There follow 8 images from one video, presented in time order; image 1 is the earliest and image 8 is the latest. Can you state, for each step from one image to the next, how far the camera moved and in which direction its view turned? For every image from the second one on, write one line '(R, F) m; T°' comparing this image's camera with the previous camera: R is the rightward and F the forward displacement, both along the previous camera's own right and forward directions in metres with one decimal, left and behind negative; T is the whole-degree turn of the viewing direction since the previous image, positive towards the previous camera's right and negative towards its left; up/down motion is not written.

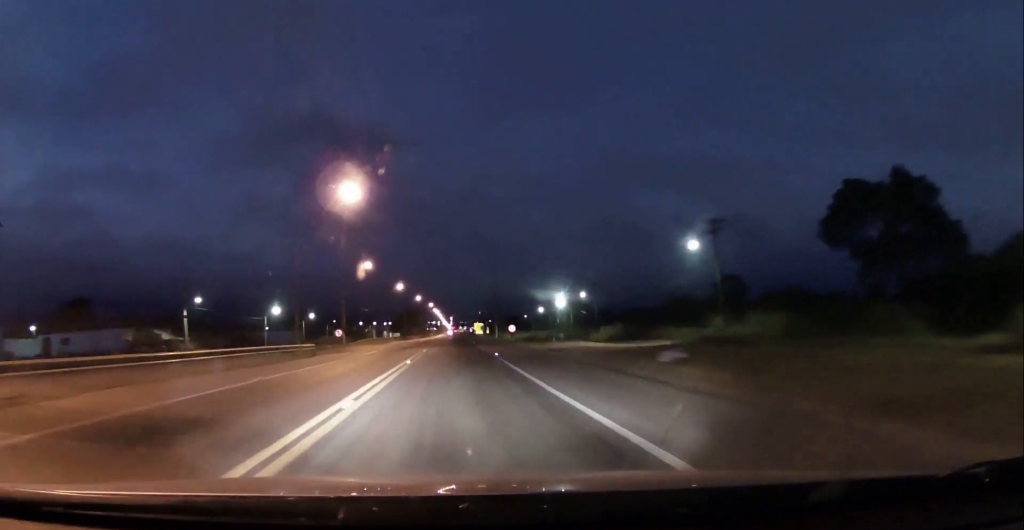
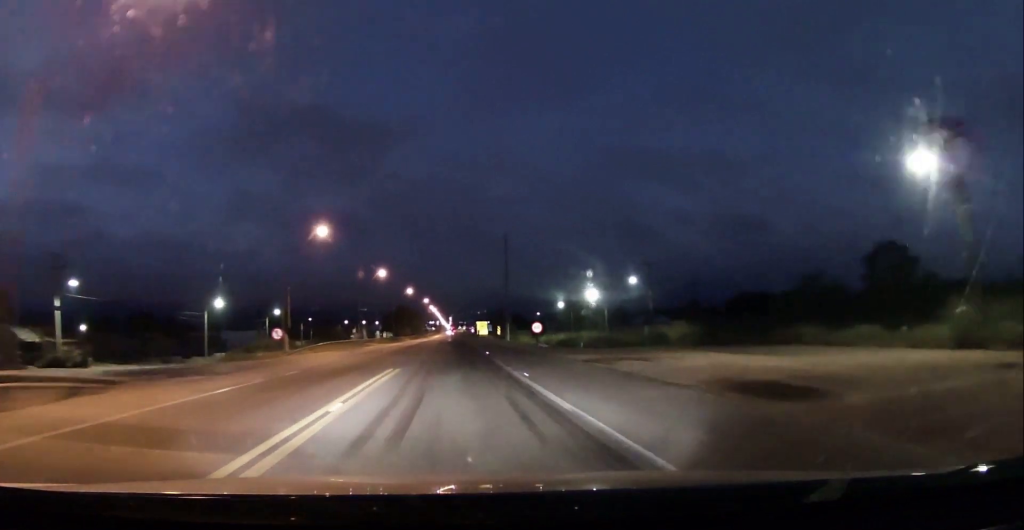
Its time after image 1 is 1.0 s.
(0.0, +28.8) m; -1°
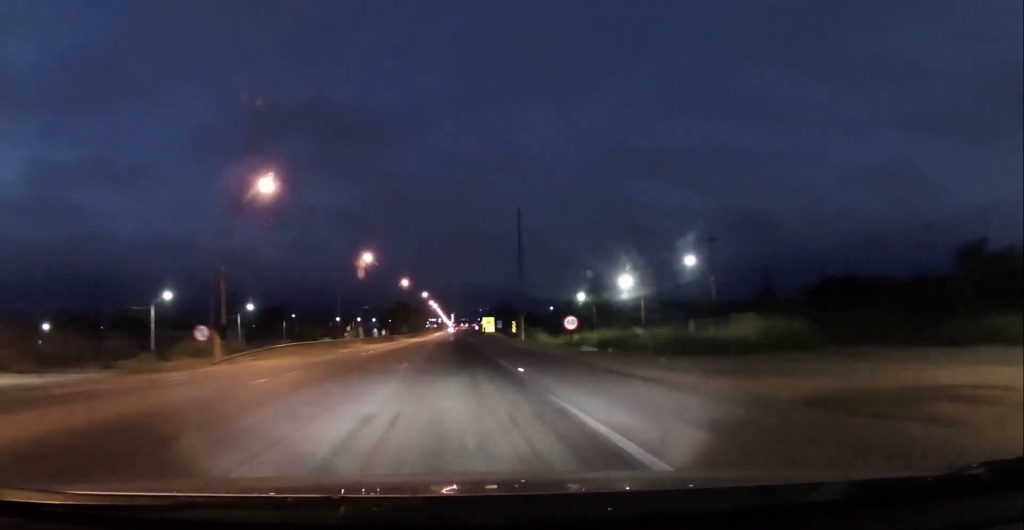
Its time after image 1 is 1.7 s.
(-0.1, +17.4) m; +1°
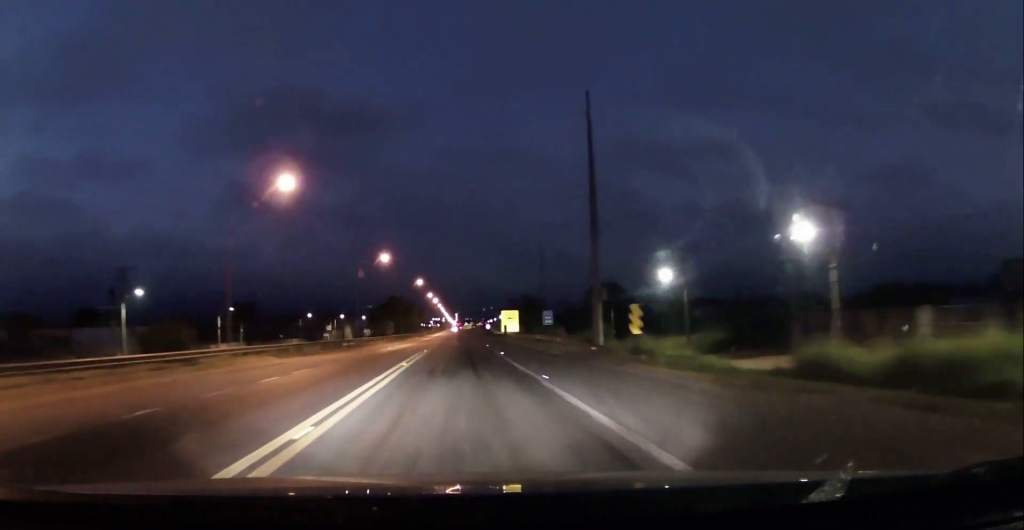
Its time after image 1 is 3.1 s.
(+0.7, +39.7) m; 0°
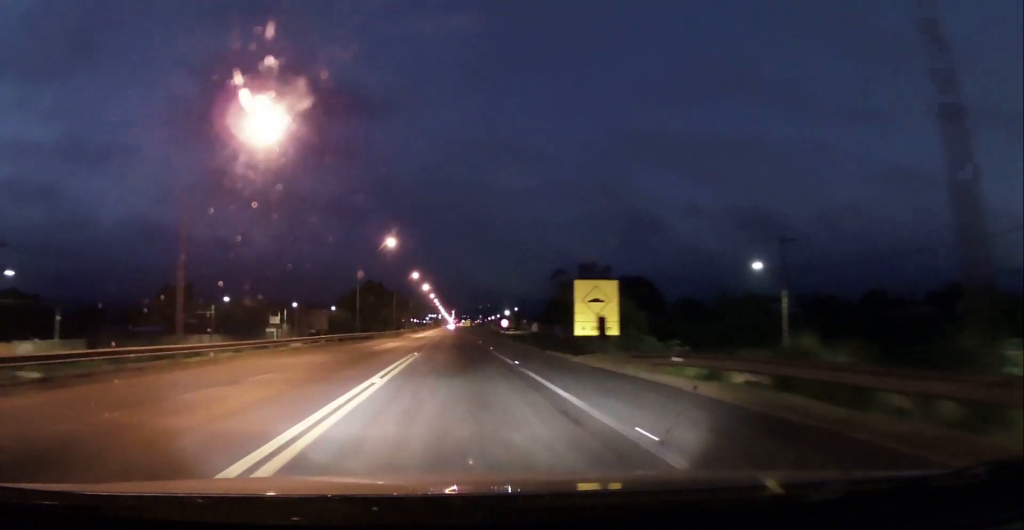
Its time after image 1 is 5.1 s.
(-0.5, +51.4) m; 0°
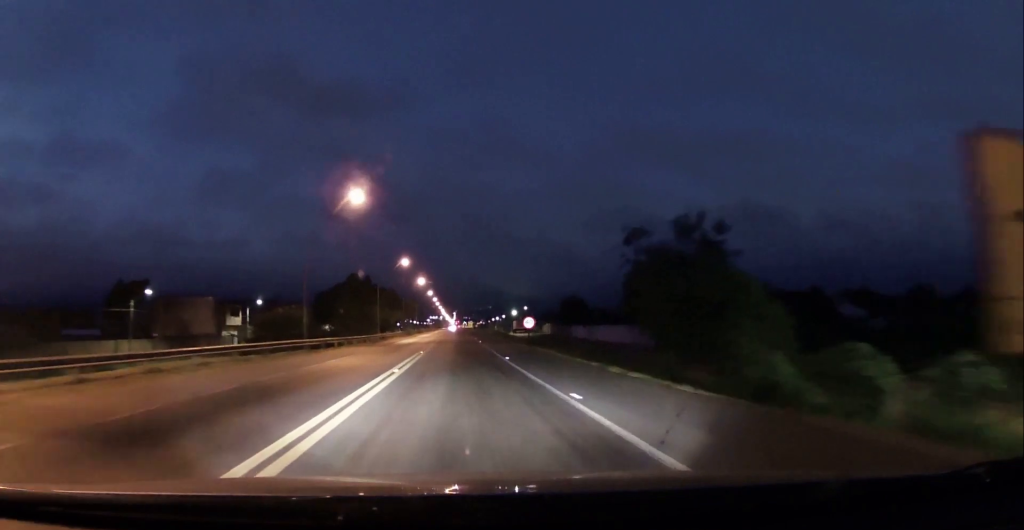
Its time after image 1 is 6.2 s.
(-0.4, +24.8) m; -1°
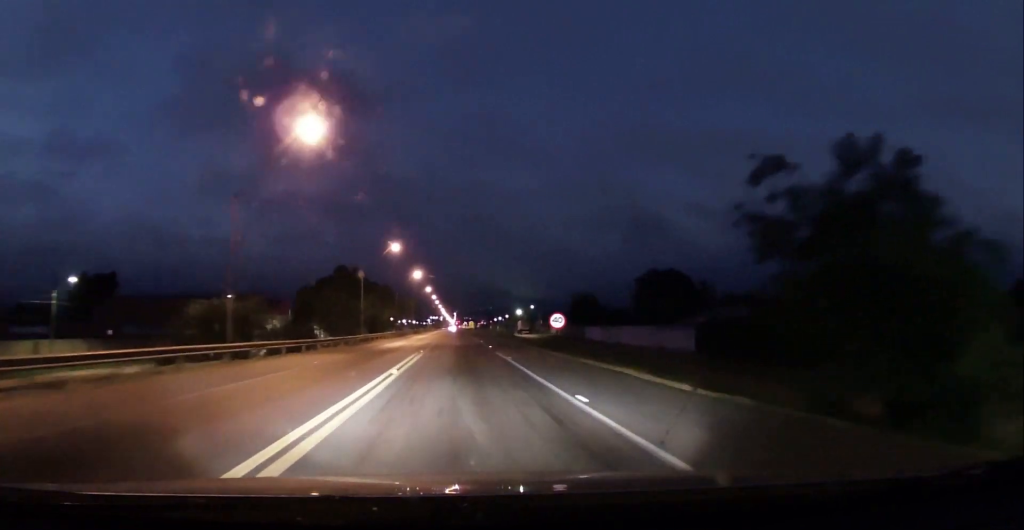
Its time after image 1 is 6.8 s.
(+0.1, +14.8) m; 0°
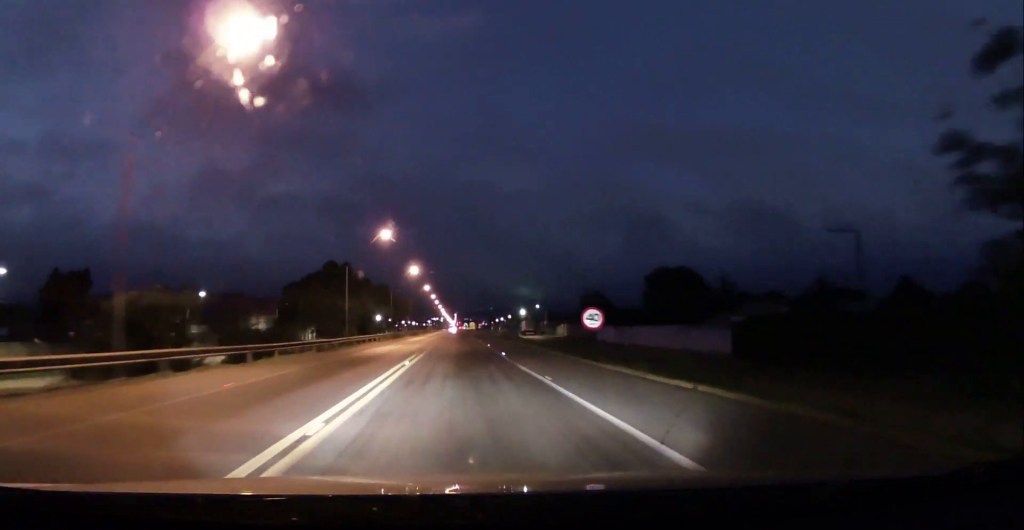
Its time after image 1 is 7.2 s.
(0.0, +10.1) m; 0°
